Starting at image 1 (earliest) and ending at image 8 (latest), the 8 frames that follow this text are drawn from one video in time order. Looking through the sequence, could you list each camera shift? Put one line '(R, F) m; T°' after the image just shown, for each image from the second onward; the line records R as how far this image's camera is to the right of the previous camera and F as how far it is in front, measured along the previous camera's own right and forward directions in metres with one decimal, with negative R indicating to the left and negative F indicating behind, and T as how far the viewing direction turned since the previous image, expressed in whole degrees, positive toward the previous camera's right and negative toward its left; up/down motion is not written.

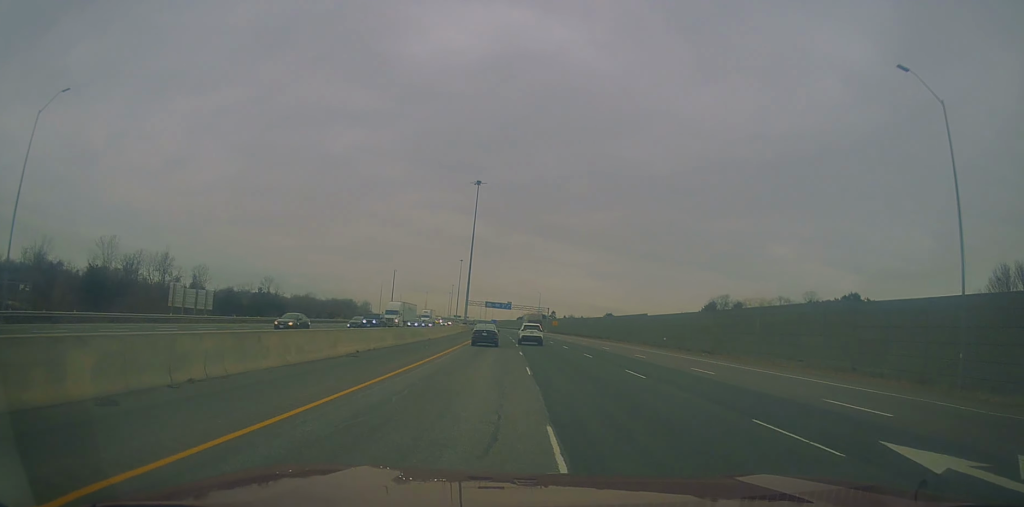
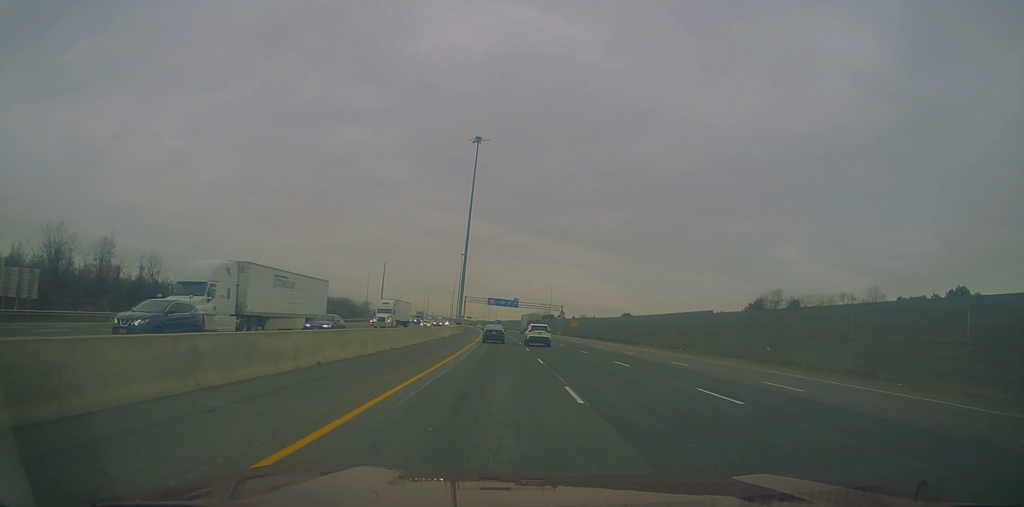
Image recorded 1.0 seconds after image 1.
(-0.4, +30.7) m; 0°
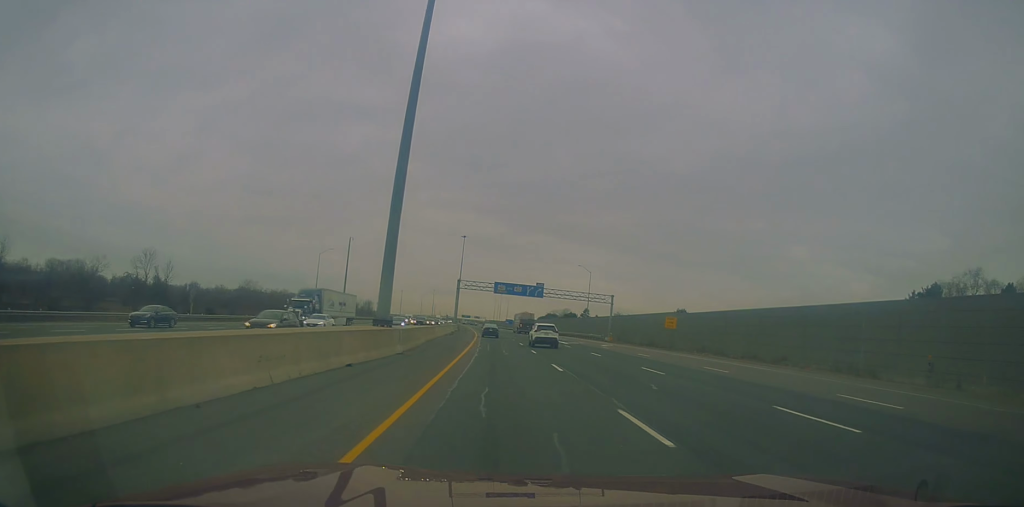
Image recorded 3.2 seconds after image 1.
(-0.4, +64.7) m; -1°
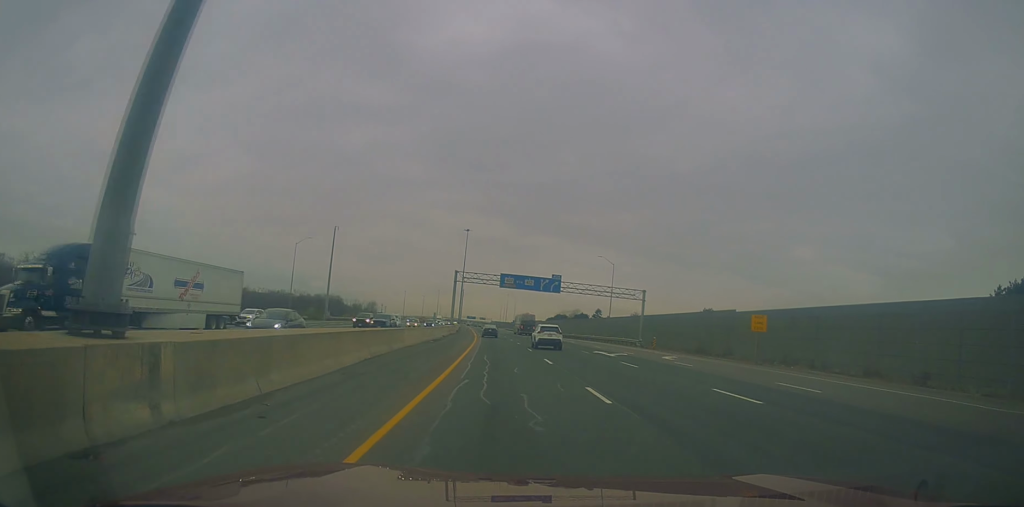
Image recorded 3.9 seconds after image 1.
(+0.2, +20.1) m; 0°
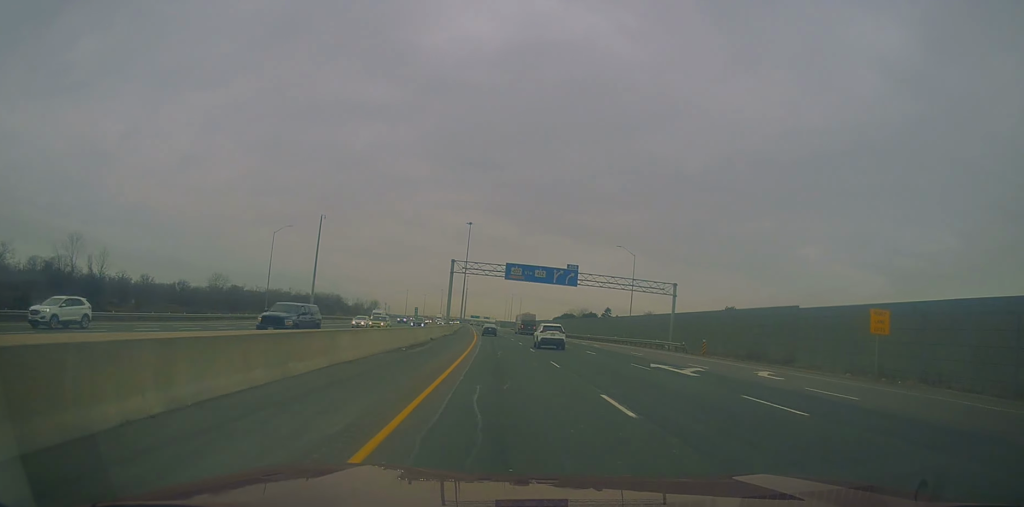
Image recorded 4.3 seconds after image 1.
(-0.1, +14.2) m; -1°
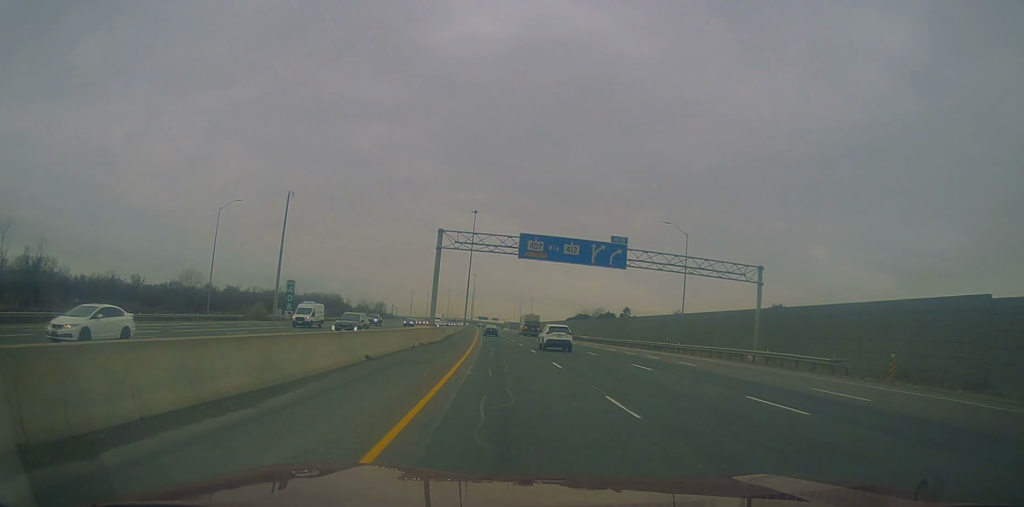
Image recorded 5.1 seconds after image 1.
(-0.3, +24.3) m; -1°
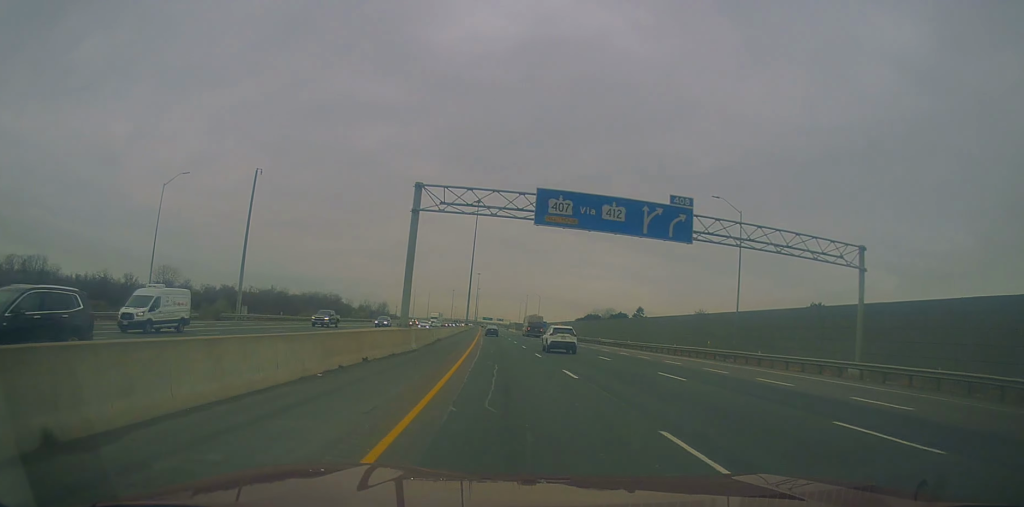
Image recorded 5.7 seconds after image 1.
(-0.3, +16.2) m; 0°
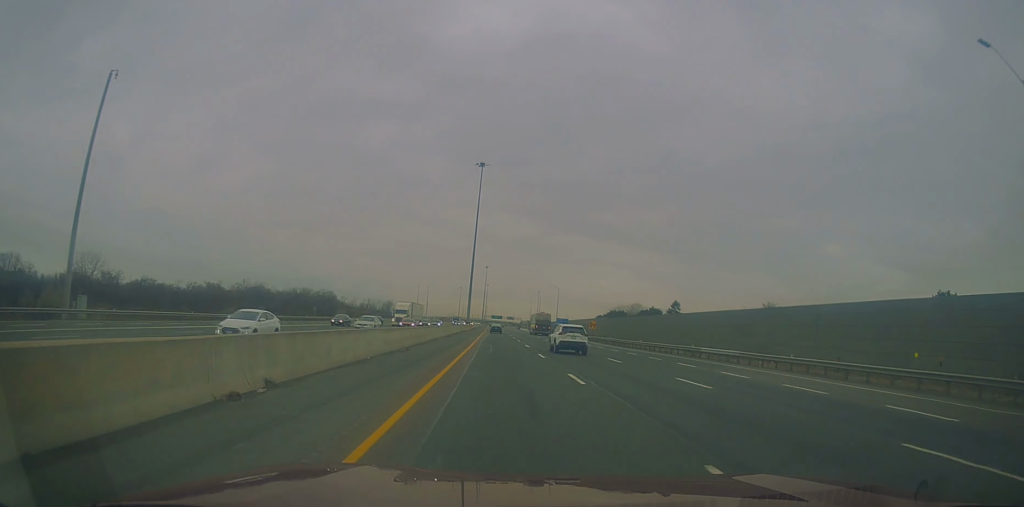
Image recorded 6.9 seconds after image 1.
(+0.2, +38.9) m; -1°
